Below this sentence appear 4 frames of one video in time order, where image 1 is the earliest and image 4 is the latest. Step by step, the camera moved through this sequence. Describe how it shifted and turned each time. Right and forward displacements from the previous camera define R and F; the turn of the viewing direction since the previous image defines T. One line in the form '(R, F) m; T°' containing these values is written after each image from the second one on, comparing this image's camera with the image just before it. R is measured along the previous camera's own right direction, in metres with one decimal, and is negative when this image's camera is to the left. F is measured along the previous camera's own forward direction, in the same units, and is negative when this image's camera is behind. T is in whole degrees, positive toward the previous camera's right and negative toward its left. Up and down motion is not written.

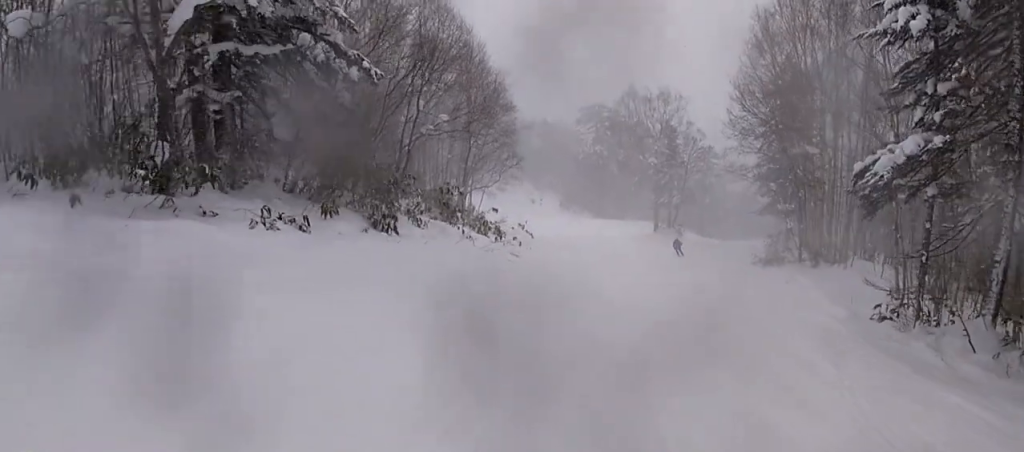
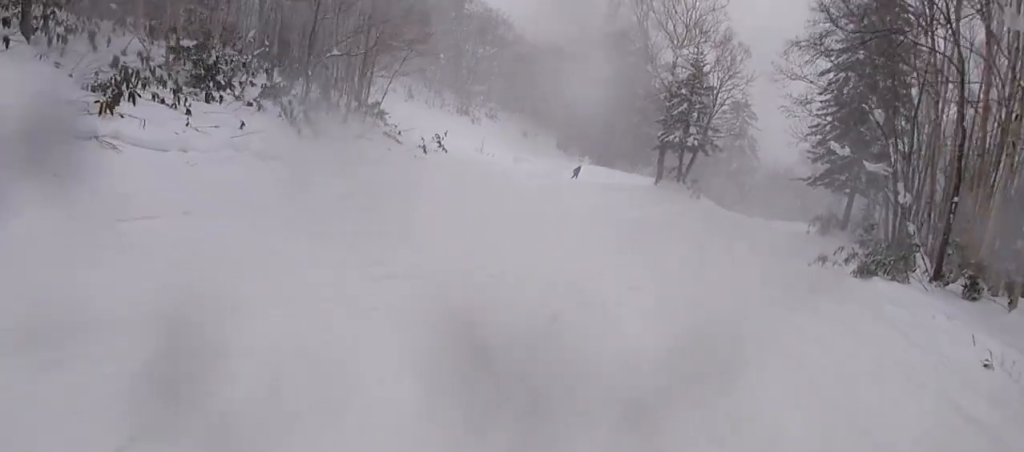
(+0.2, +15.7) m; -20°
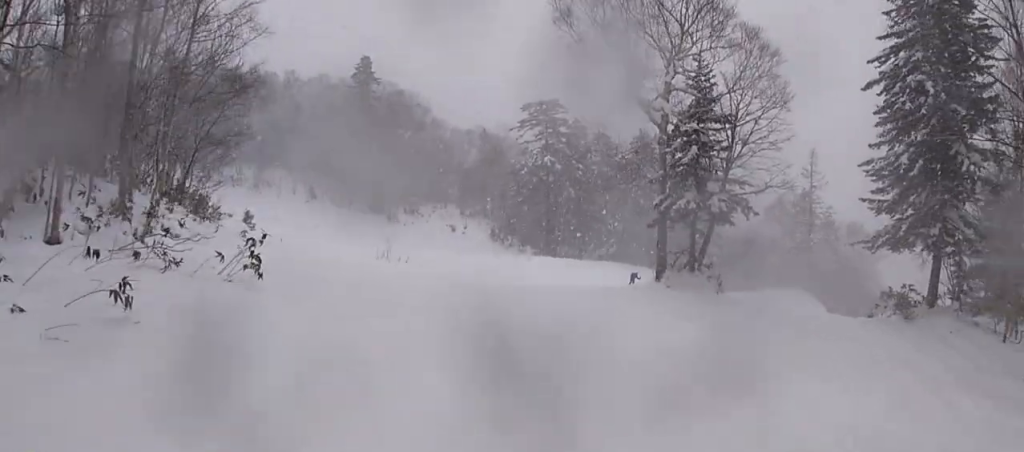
(-1.0, +13.7) m; +14°
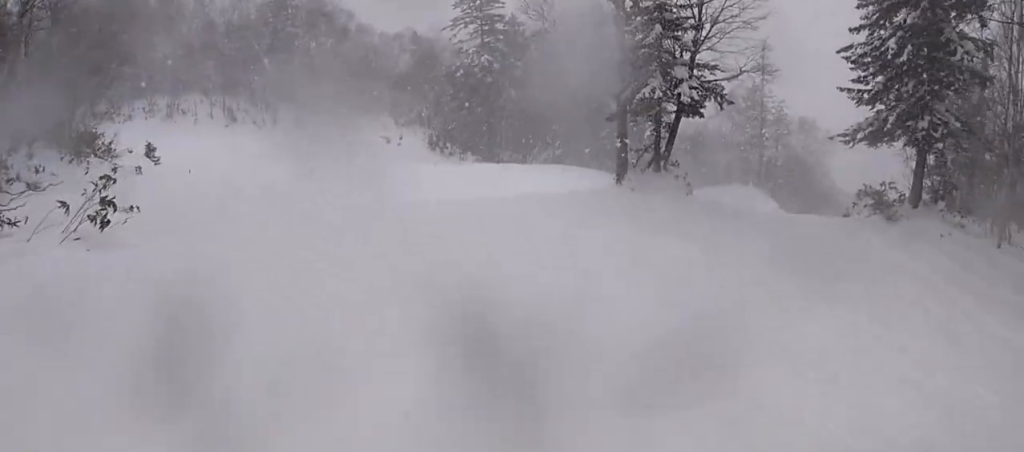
(+0.7, +3.0) m; +1°
